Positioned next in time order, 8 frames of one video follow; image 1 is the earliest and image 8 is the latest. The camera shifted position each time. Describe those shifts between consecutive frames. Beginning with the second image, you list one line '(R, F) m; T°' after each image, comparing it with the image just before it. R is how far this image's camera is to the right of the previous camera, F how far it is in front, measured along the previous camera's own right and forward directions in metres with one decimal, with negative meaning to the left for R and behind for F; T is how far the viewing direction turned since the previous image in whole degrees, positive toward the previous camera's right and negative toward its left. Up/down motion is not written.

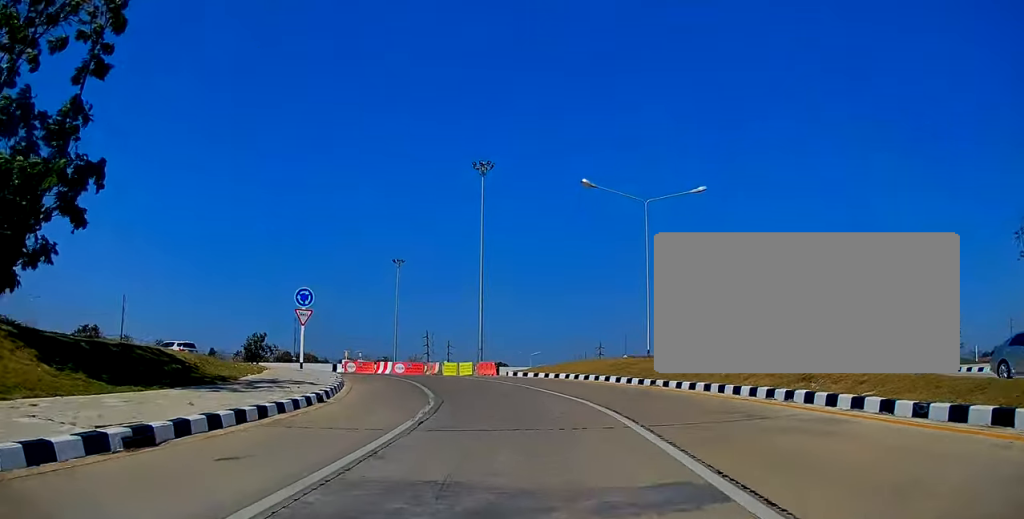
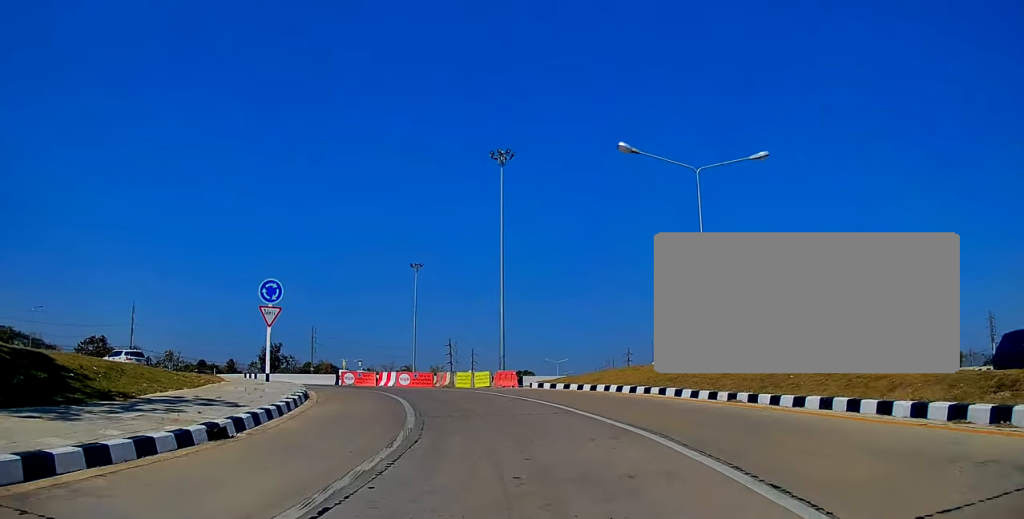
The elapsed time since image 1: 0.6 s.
(-0.1, +6.1) m; -3°
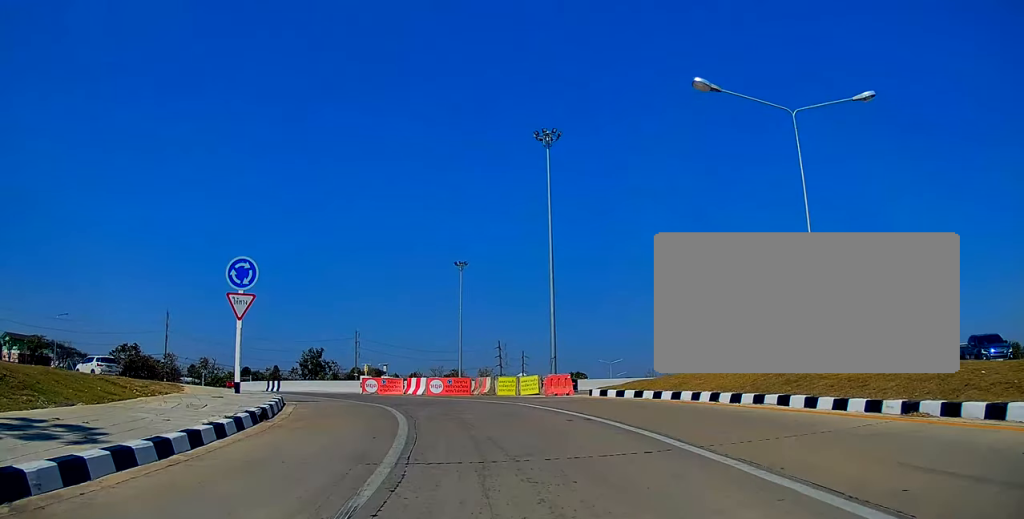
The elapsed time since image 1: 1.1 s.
(-0.1, +6.5) m; -4°
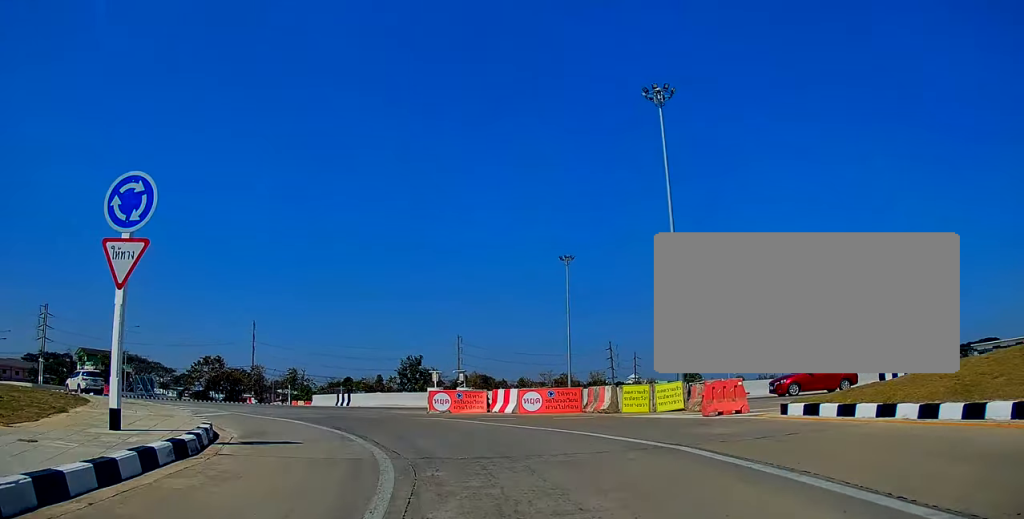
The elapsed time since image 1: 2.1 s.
(-0.7, +9.1) m; -8°
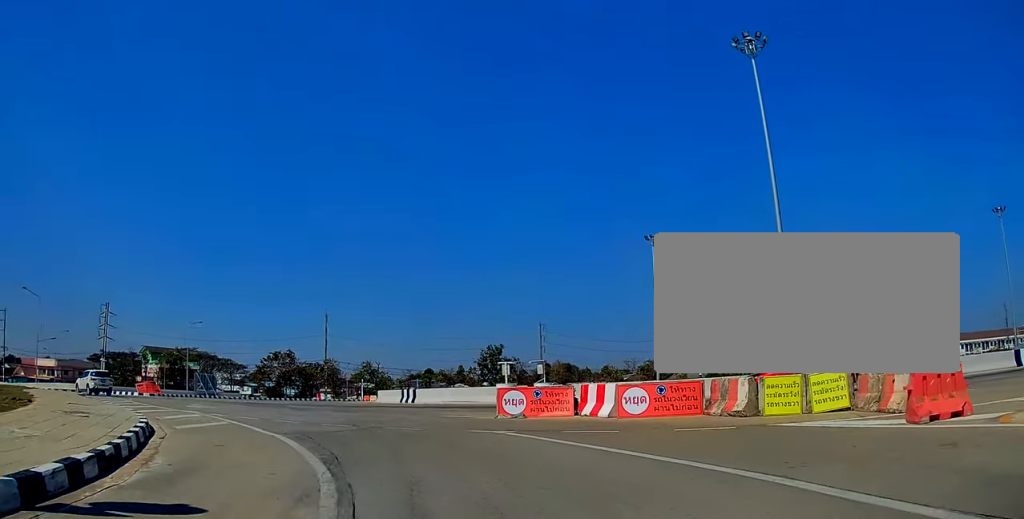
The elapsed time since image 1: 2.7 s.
(-0.2, +5.2) m; -6°
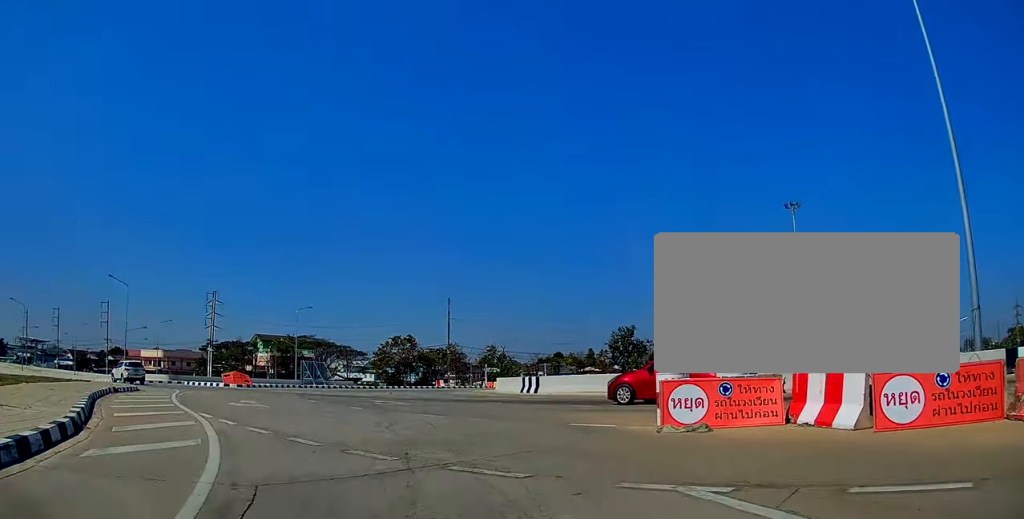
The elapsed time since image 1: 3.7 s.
(-0.7, +7.1) m; -9°
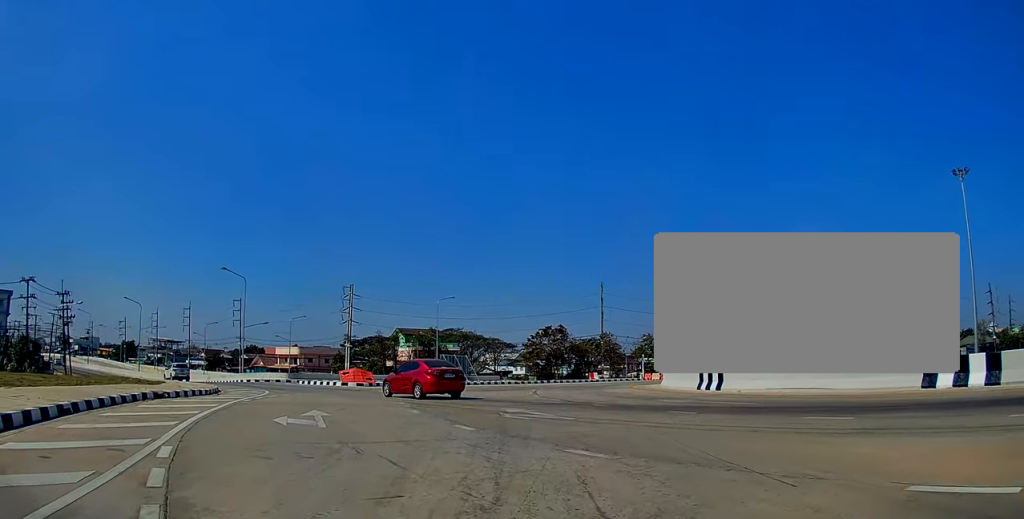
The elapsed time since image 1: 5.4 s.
(-1.7, +10.1) m; -27°
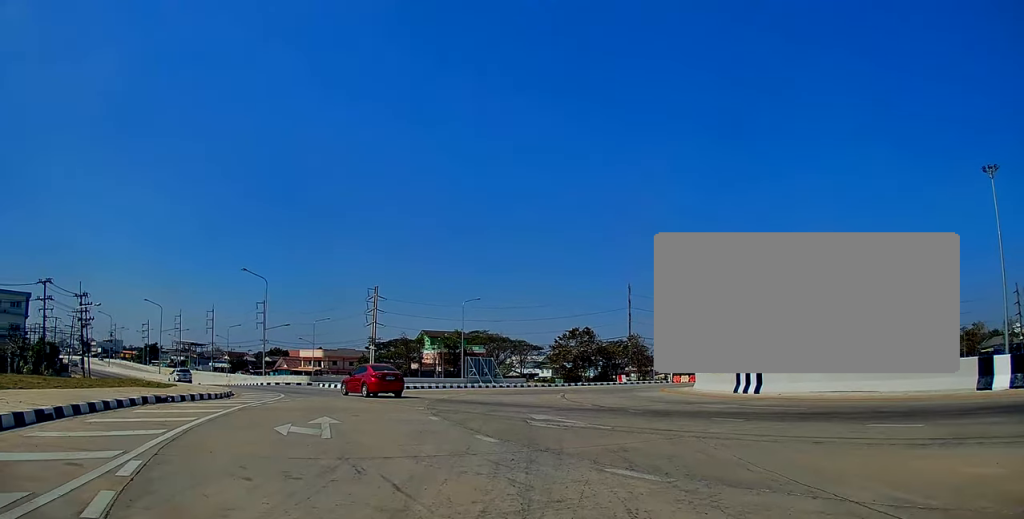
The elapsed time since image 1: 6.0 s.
(-0.1, +2.8) m; -13°
